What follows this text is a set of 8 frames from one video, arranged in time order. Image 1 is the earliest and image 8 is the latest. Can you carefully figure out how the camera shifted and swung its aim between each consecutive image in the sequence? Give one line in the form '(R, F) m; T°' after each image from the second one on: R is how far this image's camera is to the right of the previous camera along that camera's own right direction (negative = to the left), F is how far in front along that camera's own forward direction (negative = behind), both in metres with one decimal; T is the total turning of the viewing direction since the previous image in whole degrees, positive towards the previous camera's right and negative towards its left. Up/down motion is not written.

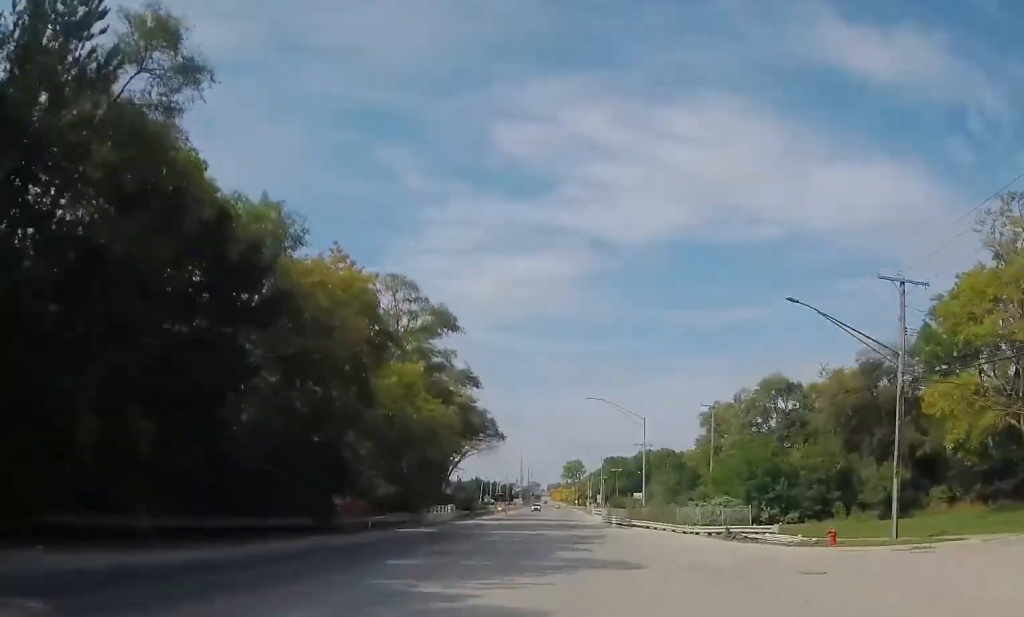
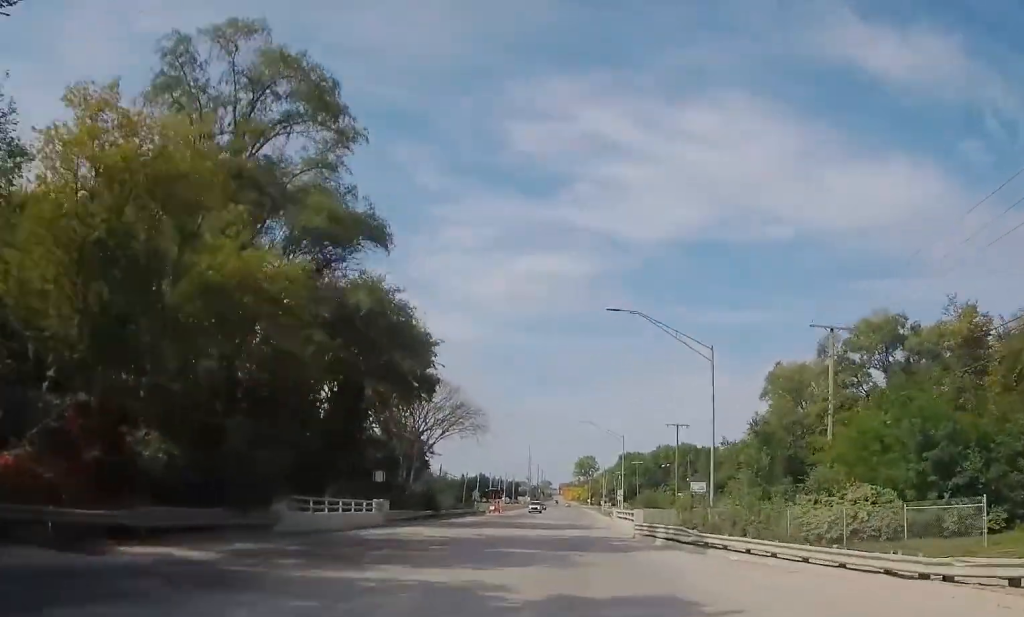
(+0.1, +26.8) m; 0°
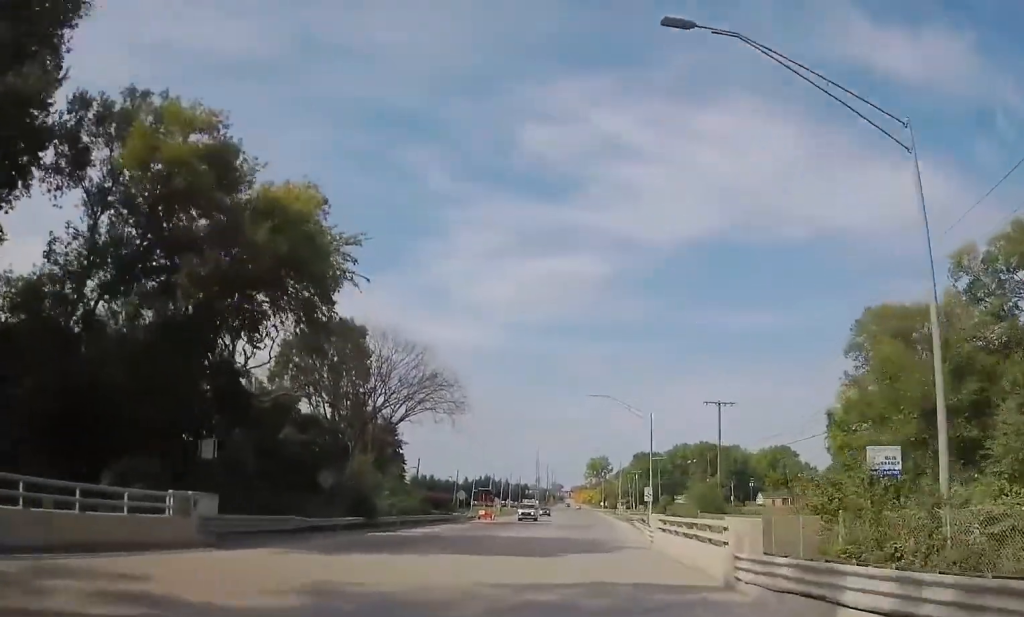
(0.0, +20.9) m; 0°
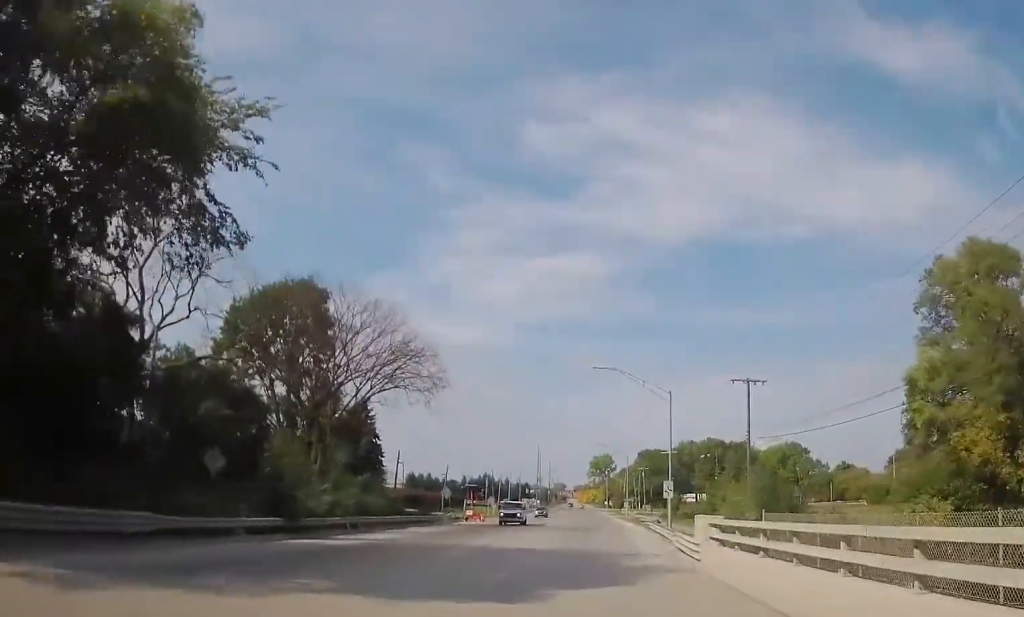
(0.0, +10.8) m; 0°
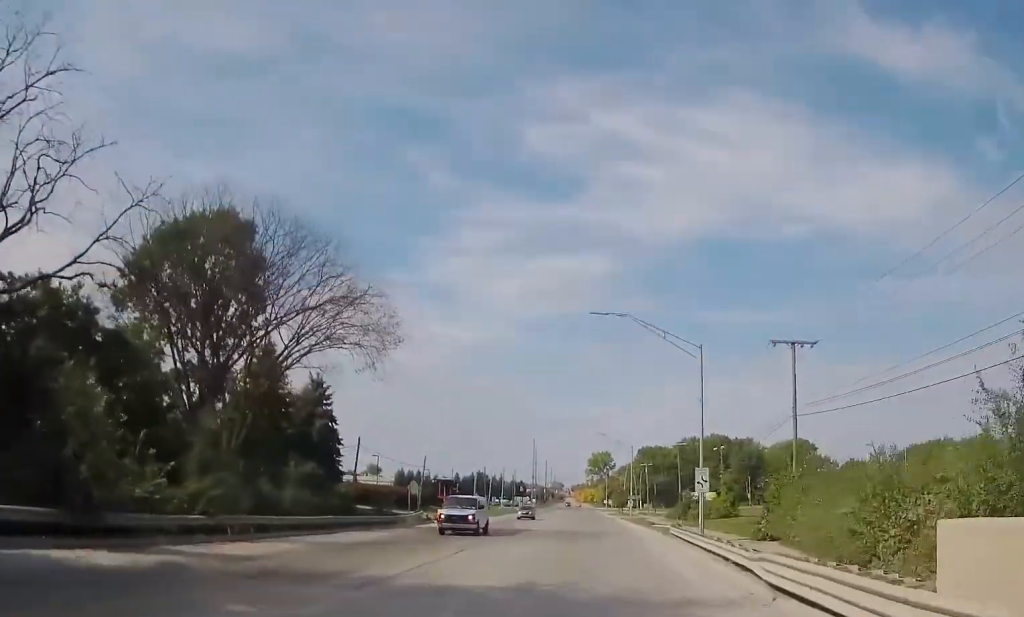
(0.0, +12.9) m; 0°
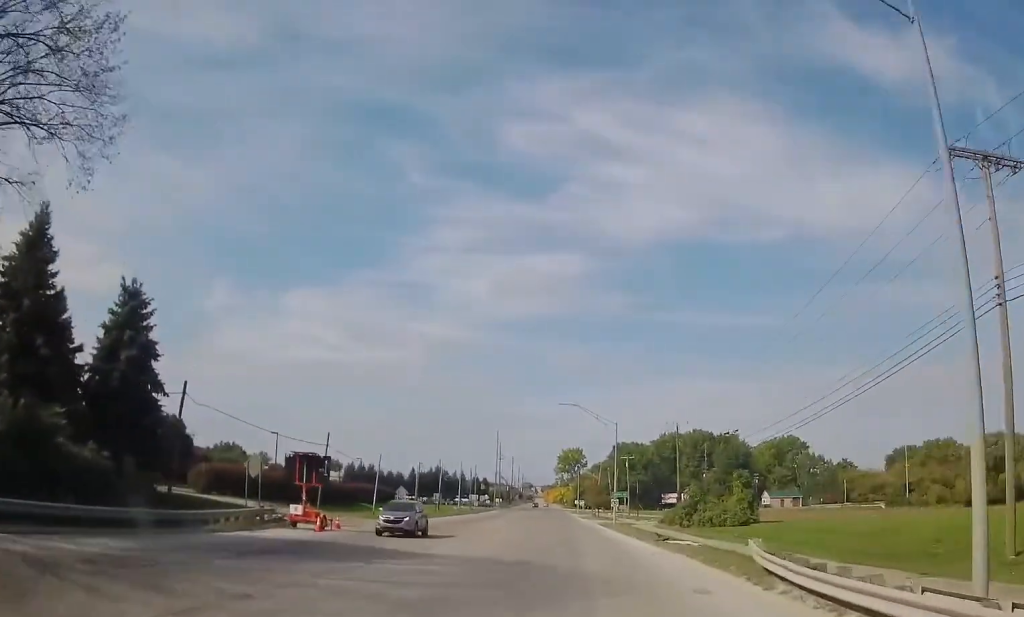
(+0.4, +25.1) m; +2°
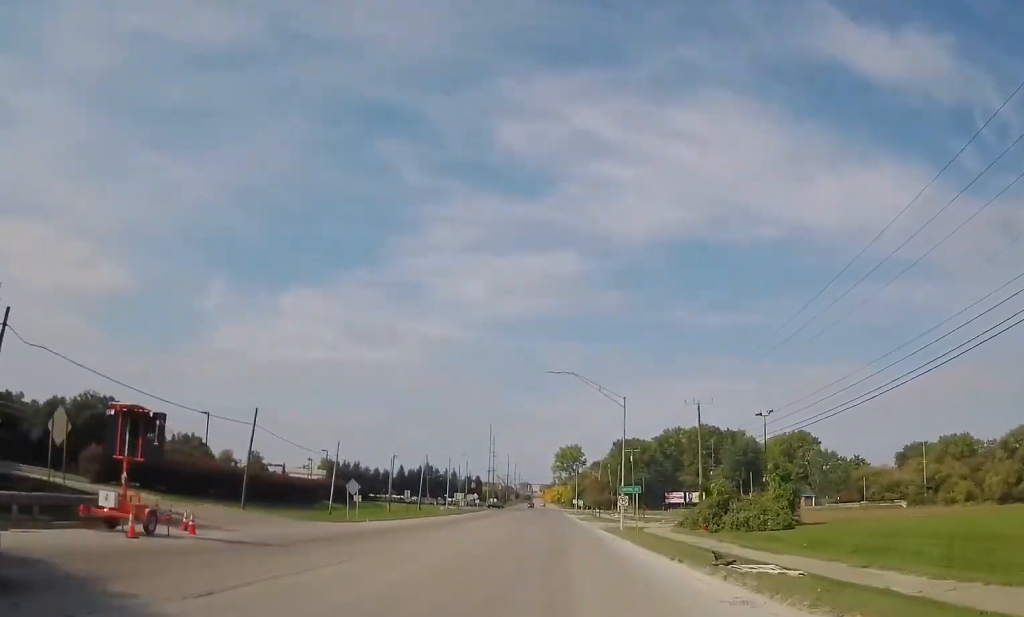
(+0.2, +14.5) m; -1°
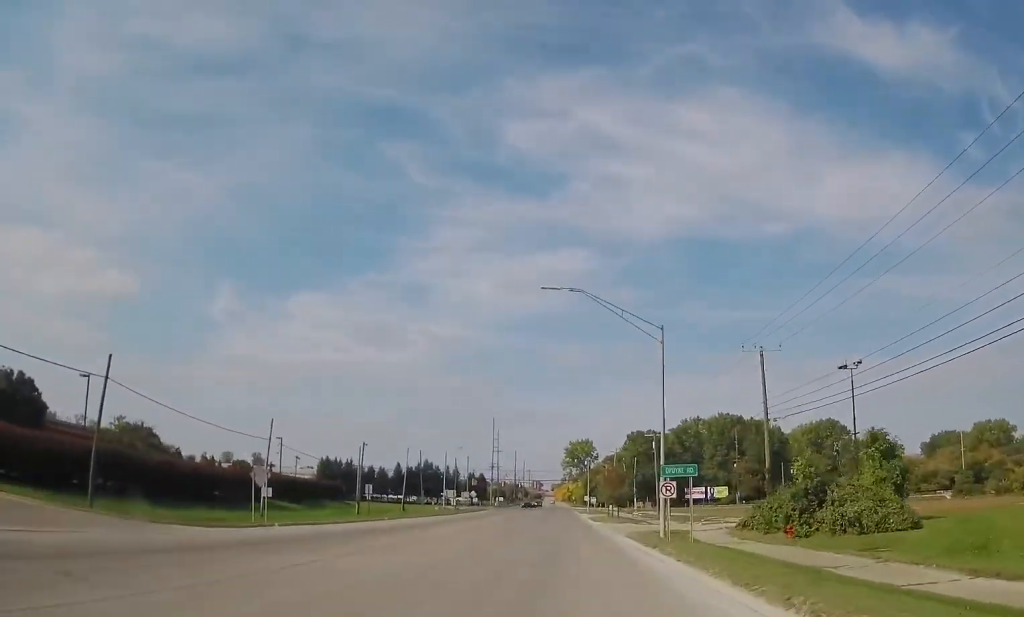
(-0.4, +18.4) m; -2°
